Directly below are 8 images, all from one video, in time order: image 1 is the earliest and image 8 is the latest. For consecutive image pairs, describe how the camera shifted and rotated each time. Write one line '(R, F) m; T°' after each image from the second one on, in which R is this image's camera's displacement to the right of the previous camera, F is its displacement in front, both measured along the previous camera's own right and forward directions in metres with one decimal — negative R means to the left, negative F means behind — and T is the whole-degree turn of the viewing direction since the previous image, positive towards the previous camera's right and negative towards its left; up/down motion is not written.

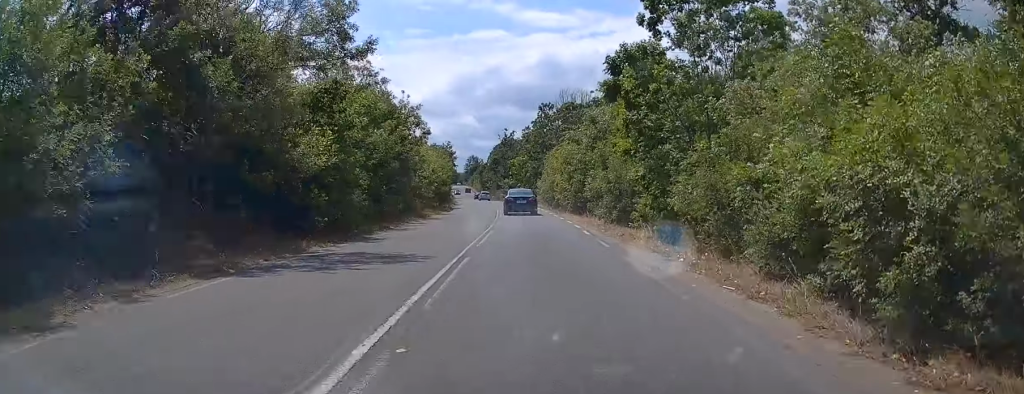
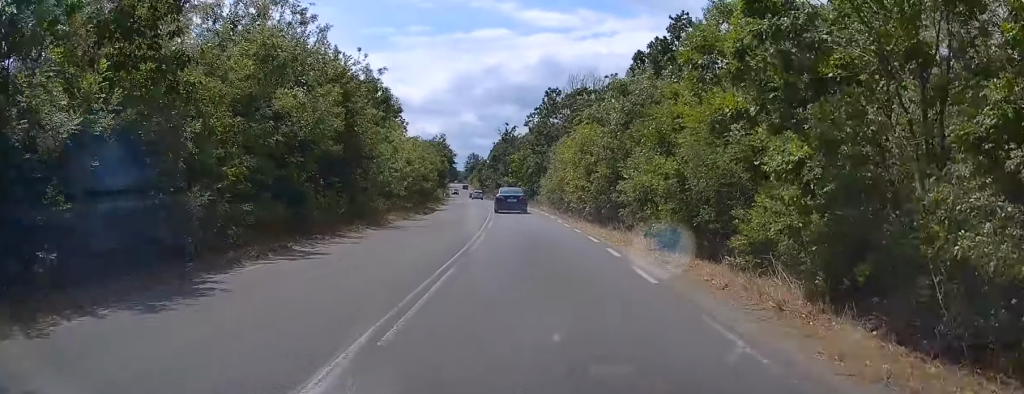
(0.0, +10.9) m; 0°
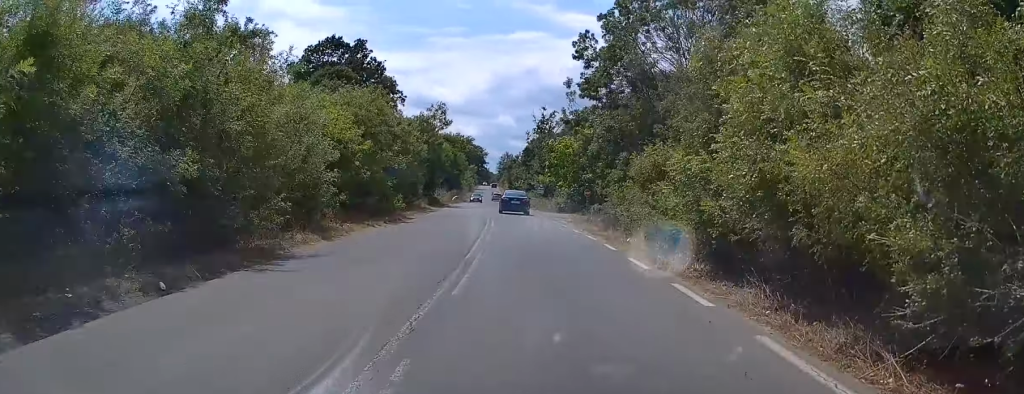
(0.0, +33.8) m; -2°
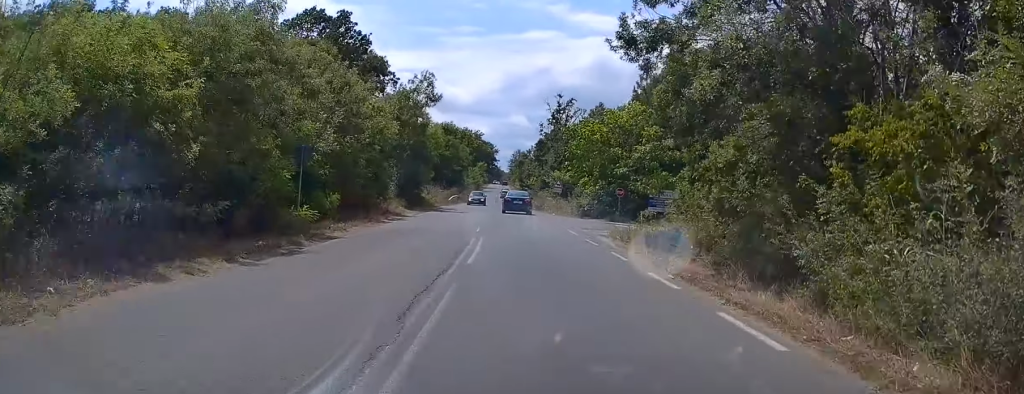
(-0.3, +14.4) m; -2°
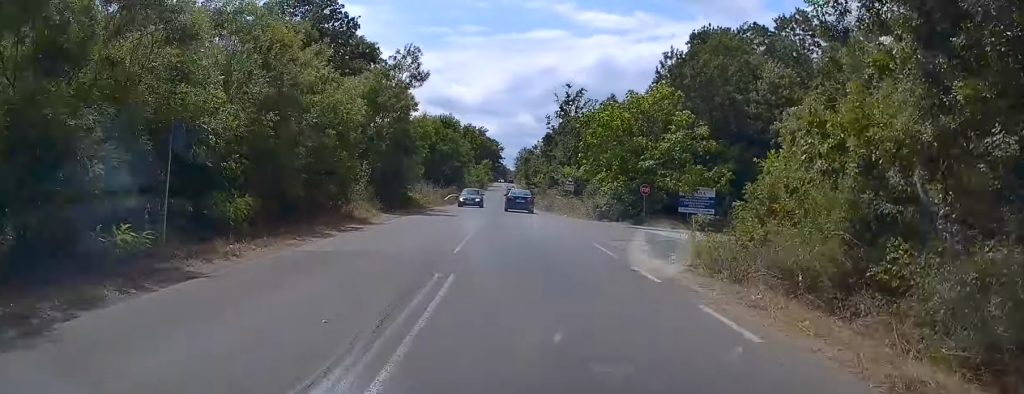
(-0.1, +7.8) m; 0°
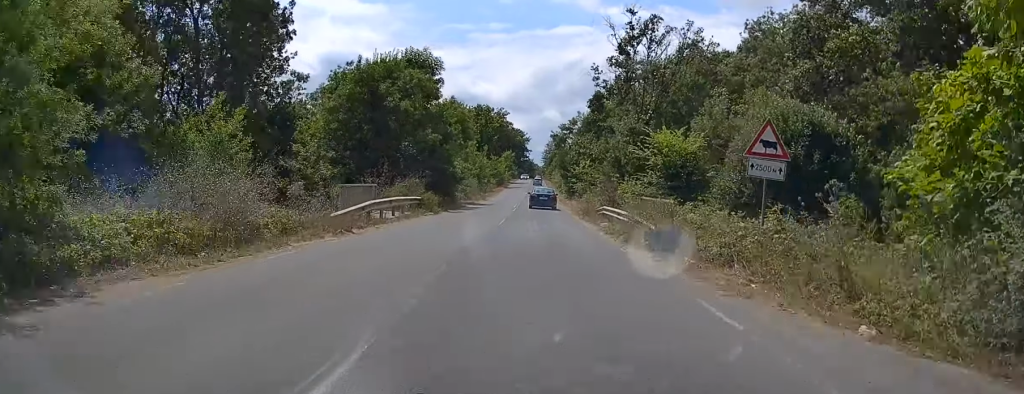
(-0.1, +36.9) m; -2°
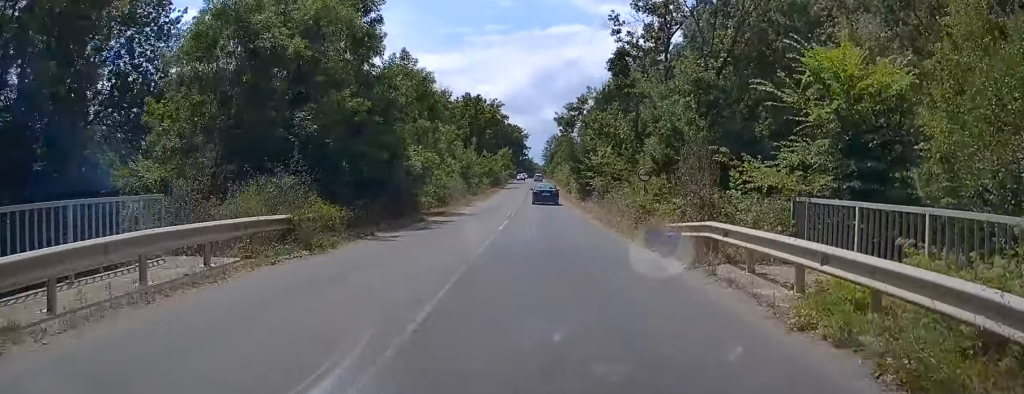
(-0.4, +17.1) m; -1°
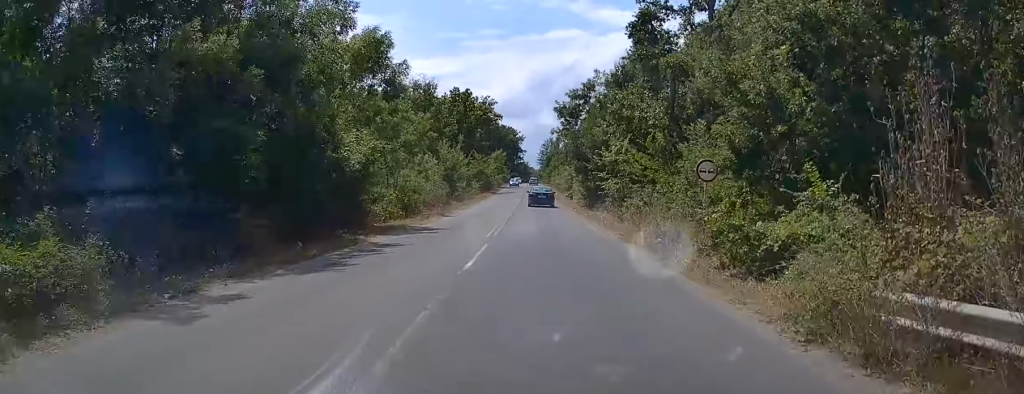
(0.0, +10.3) m; +1°
